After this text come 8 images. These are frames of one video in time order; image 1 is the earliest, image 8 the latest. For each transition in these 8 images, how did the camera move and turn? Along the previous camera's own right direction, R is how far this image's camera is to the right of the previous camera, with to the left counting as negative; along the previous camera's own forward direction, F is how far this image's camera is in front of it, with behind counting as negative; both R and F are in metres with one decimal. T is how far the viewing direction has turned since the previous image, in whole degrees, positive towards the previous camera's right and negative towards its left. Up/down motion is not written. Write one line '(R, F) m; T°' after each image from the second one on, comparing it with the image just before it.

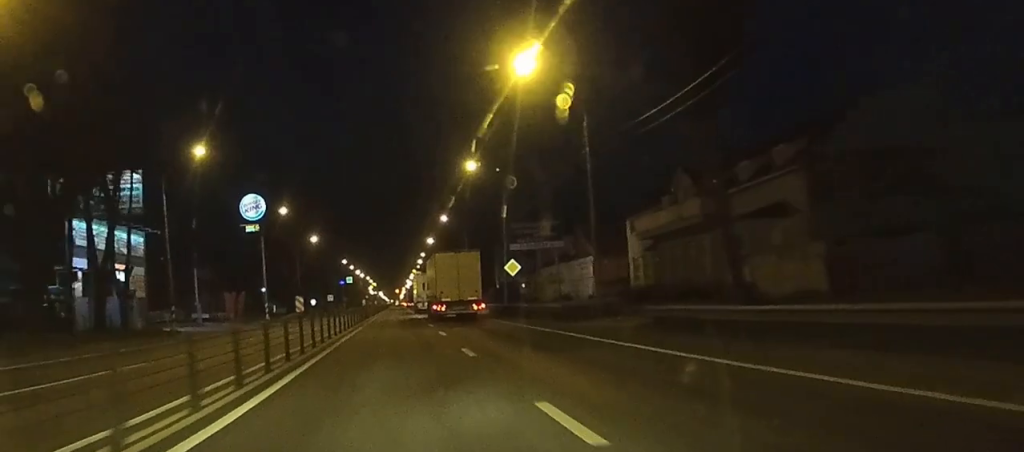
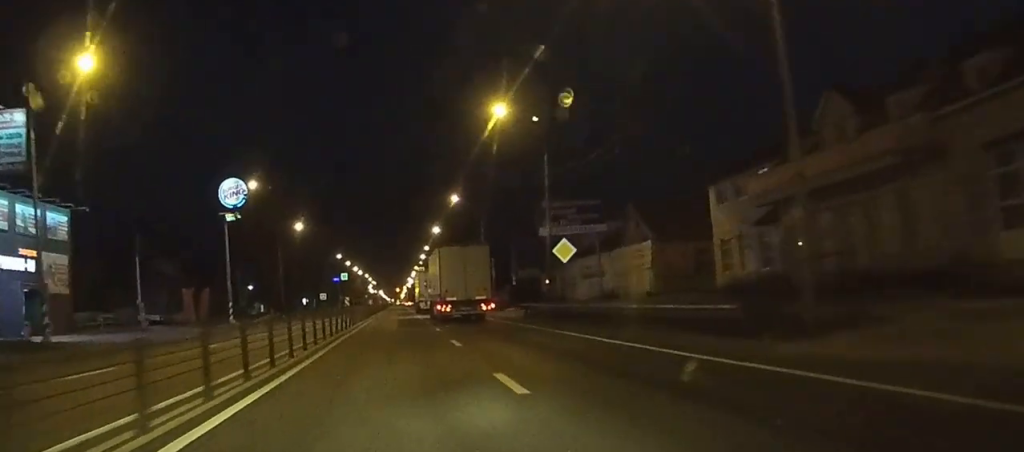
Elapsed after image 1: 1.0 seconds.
(-0.1, +19.4) m; 0°
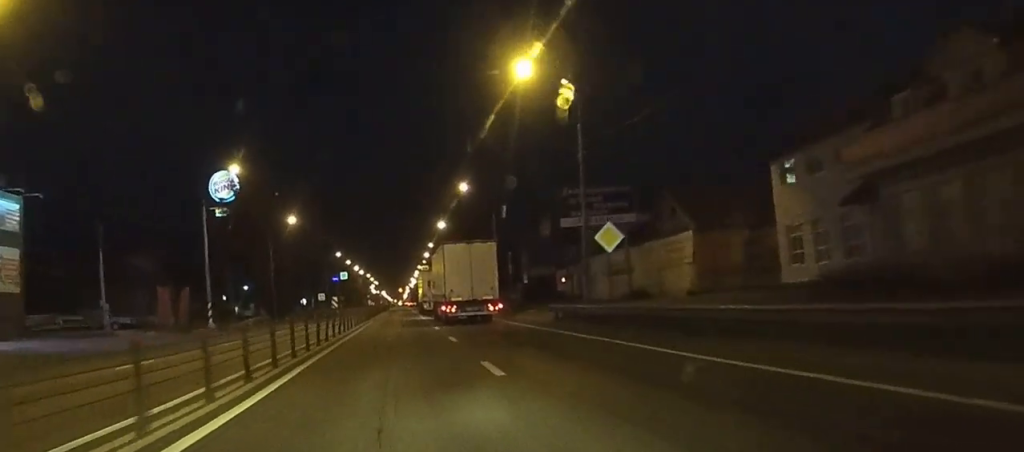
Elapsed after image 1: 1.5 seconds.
(0.0, +8.9) m; 0°
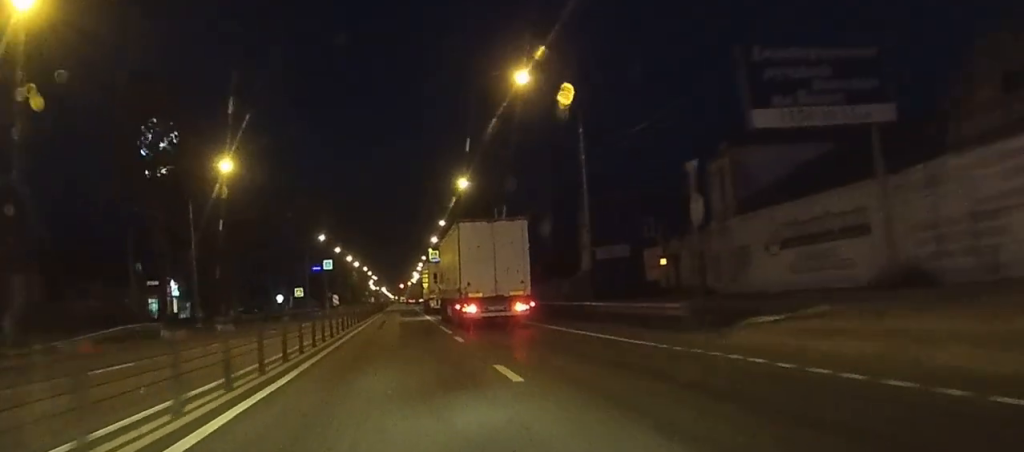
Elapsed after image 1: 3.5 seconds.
(-0.2, +37.4) m; 0°
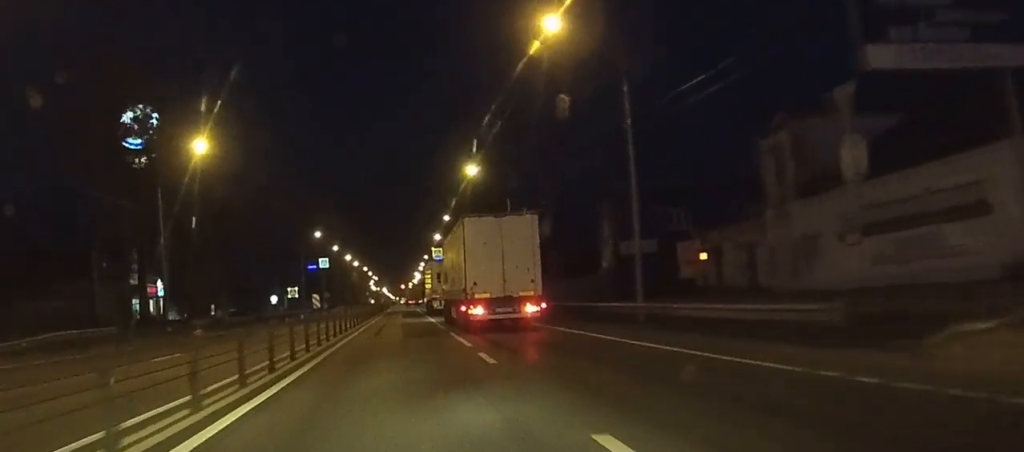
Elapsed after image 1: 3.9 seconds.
(0.0, +8.2) m; 0°
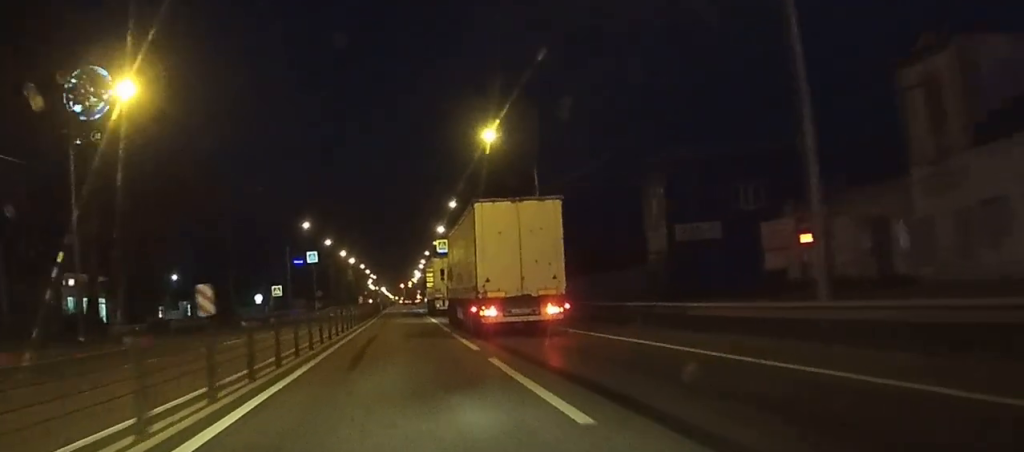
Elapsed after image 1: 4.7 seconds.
(+0.1, +14.3) m; 0°
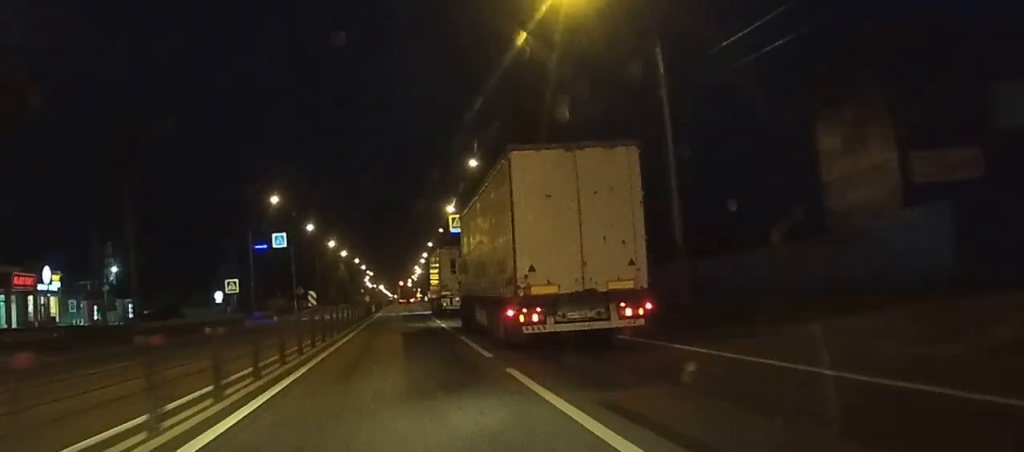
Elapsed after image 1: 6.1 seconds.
(+0.1, +26.8) m; 0°
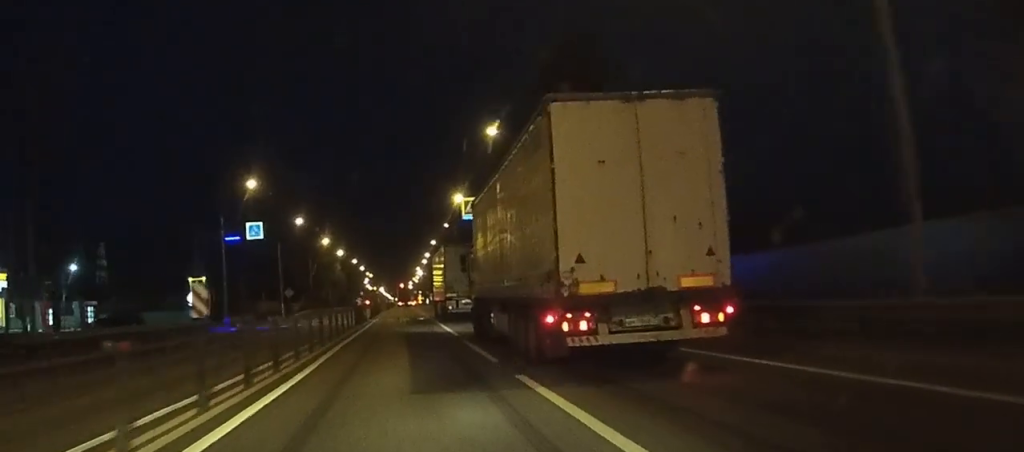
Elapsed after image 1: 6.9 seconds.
(0.0, +13.1) m; 0°
